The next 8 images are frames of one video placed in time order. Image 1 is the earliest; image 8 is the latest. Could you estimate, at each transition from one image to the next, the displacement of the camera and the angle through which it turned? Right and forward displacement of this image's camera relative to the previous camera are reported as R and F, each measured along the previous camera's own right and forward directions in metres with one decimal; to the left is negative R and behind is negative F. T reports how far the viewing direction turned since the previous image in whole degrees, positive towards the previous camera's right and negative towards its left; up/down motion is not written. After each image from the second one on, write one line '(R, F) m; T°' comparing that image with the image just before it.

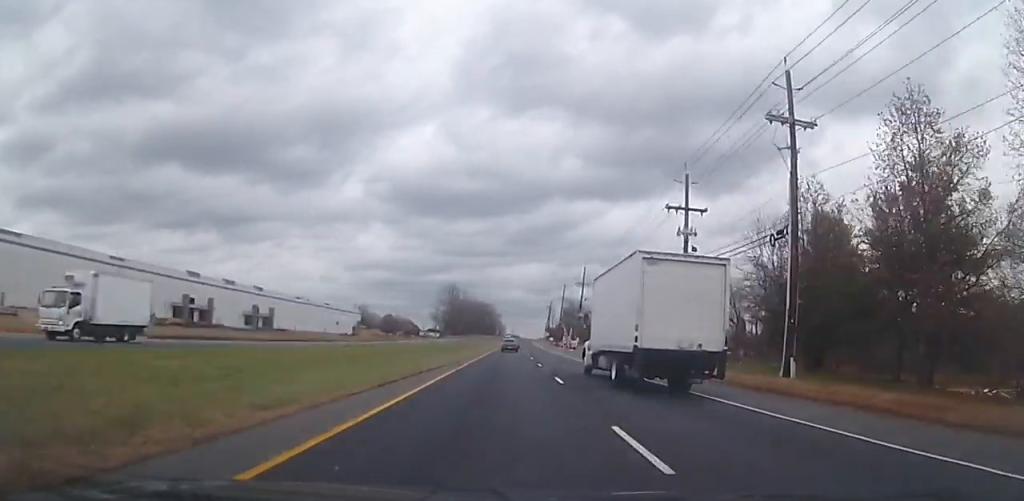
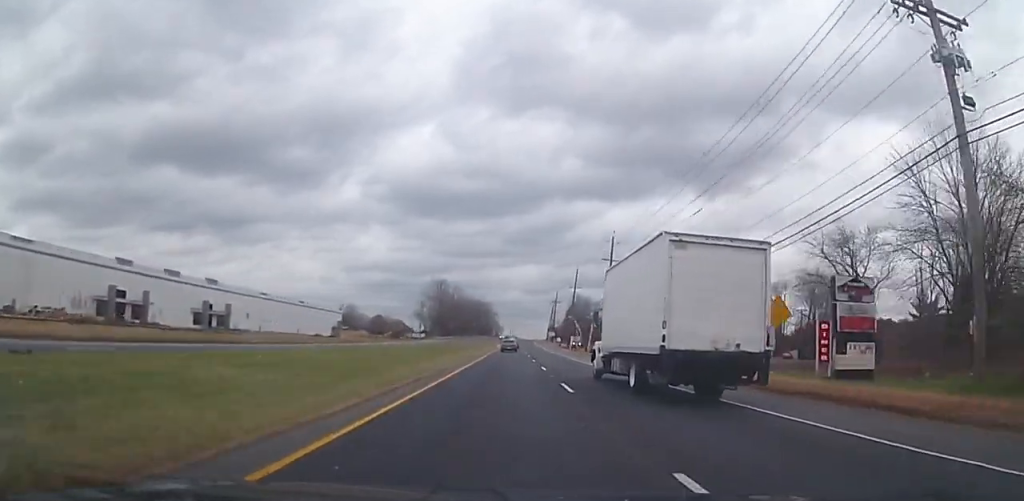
(0.0, +27.2) m; 0°
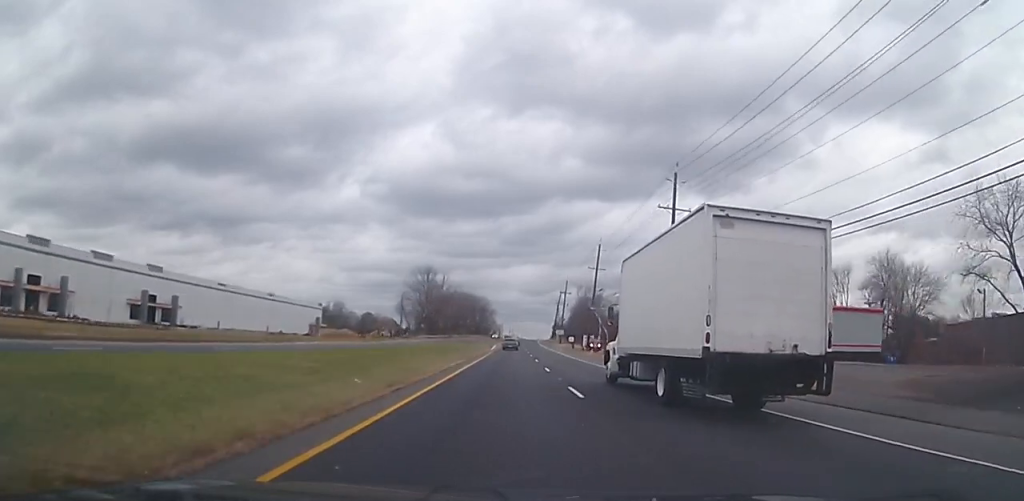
(0.0, +25.5) m; 0°
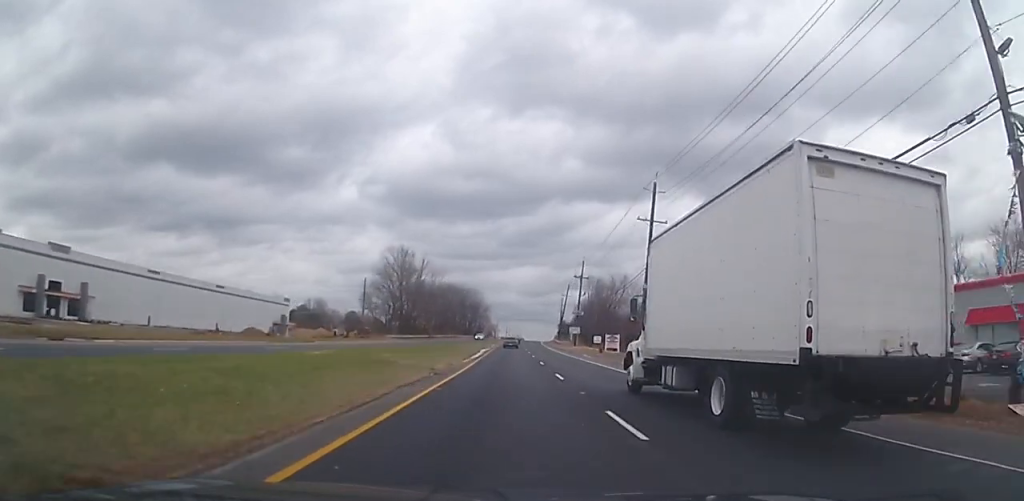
(+0.1, +30.0) m; +1°
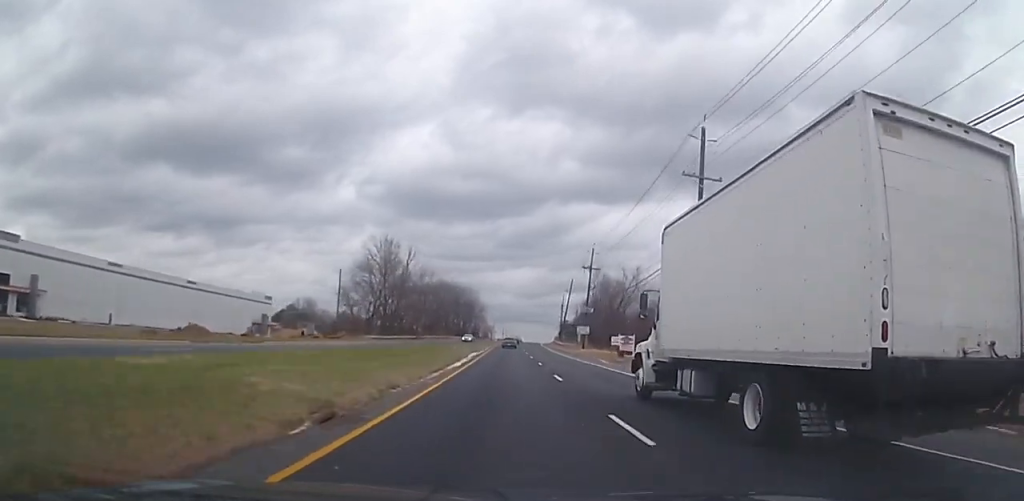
(0.0, +12.4) m; 0°
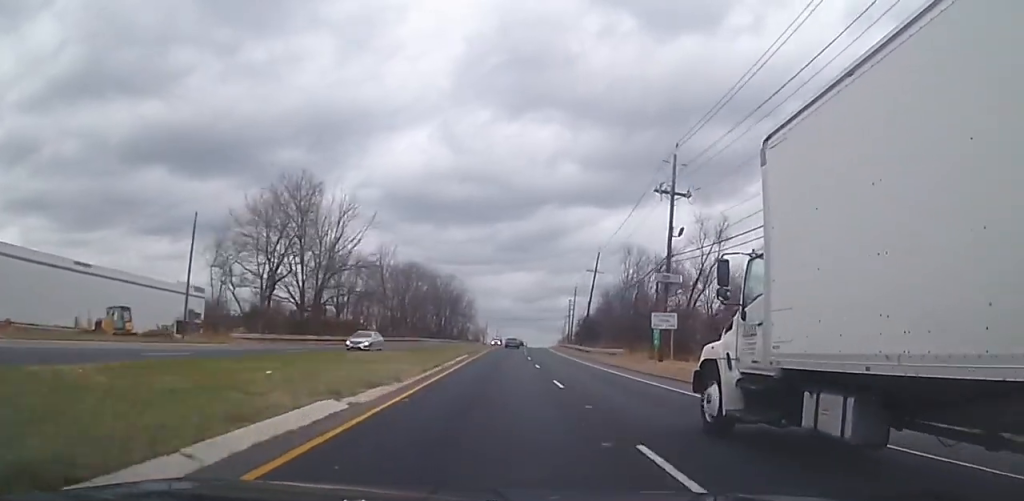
(-0.3, +39.2) m; -1°
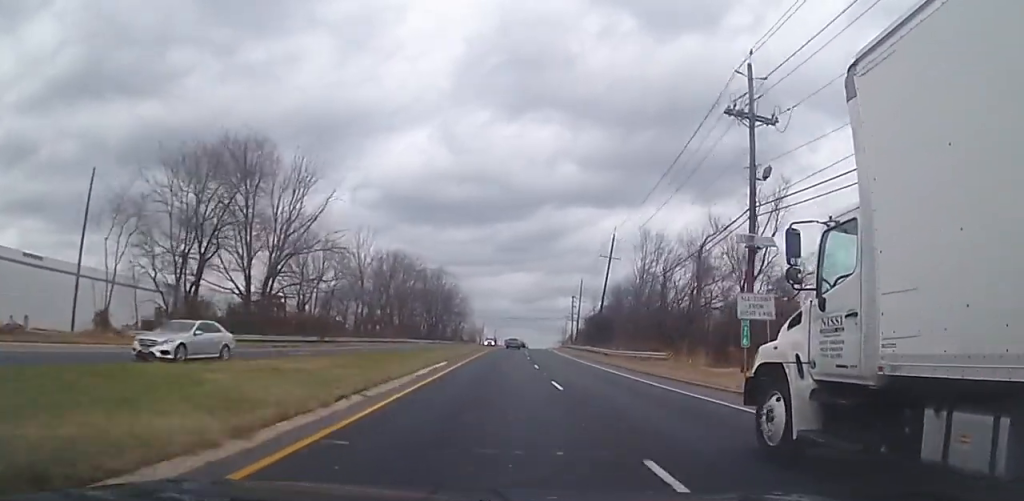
(-0.3, +13.0) m; 0°
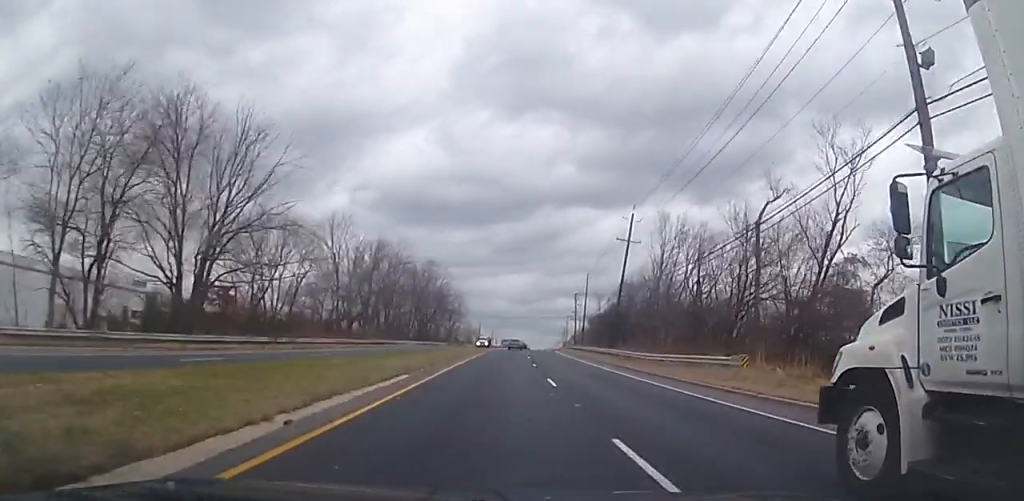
(+0.2, +11.3) m; +1°
